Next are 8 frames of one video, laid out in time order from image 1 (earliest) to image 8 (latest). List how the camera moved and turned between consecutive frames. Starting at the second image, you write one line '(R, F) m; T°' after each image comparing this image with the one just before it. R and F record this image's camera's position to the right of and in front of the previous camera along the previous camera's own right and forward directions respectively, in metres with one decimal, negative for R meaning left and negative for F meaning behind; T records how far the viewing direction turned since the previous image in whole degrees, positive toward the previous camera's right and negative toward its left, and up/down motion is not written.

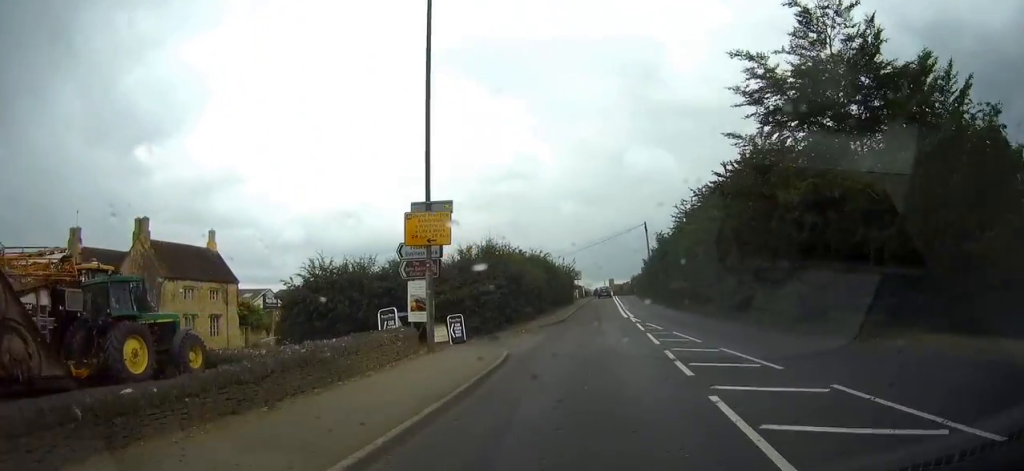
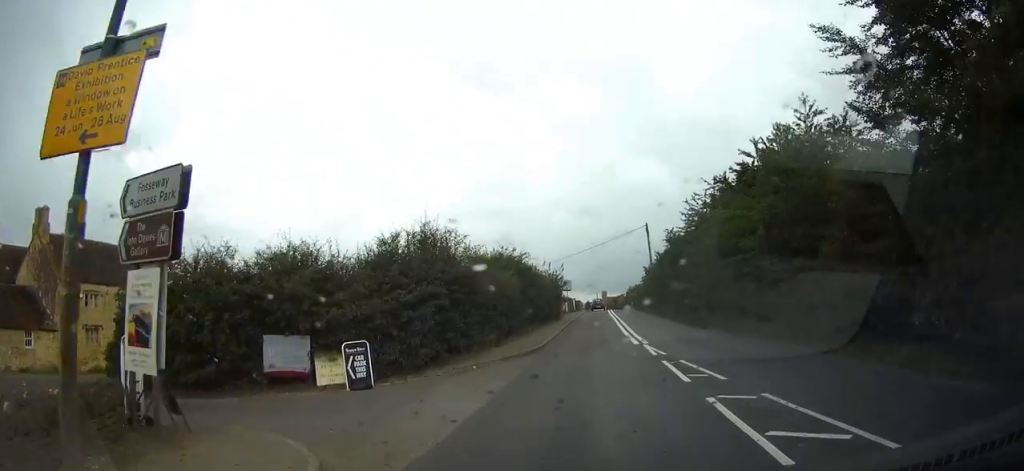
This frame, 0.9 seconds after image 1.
(+0.1, +11.2) m; +2°
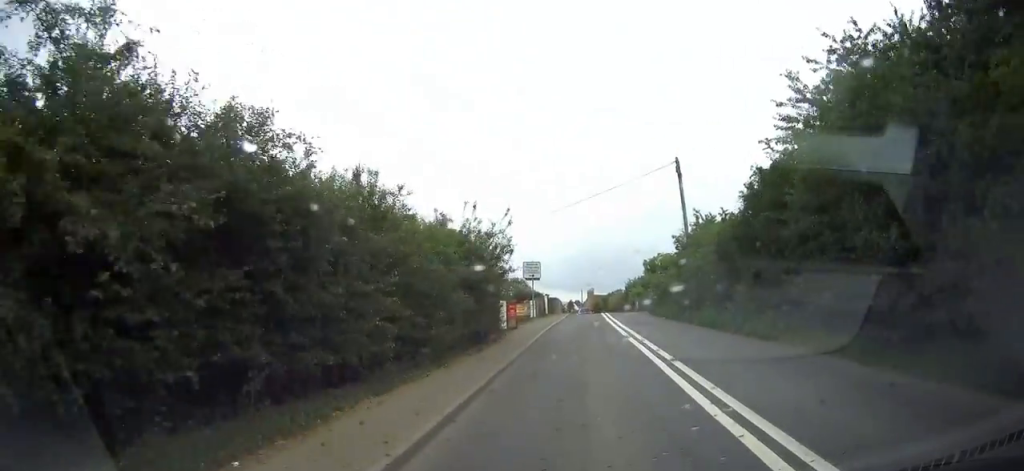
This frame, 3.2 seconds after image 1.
(+0.9, +30.1) m; +2°
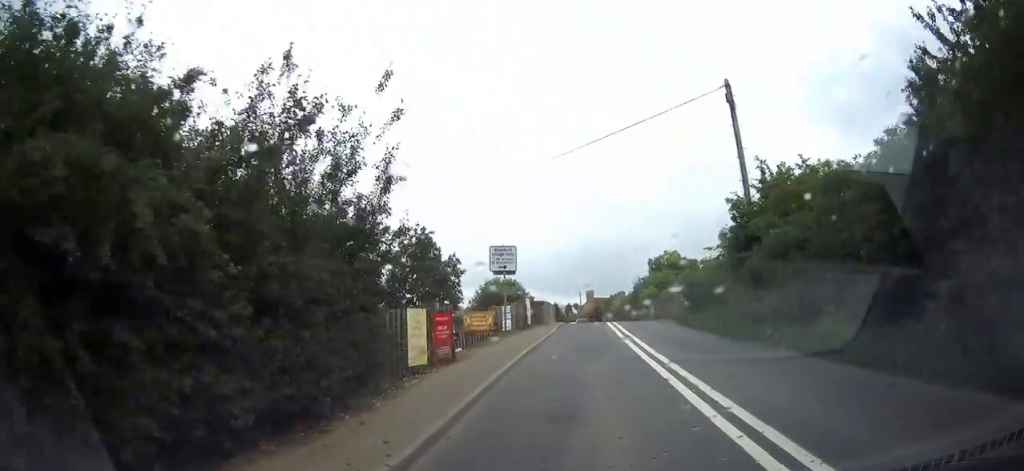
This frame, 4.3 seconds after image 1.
(+0.1, +13.6) m; 0°
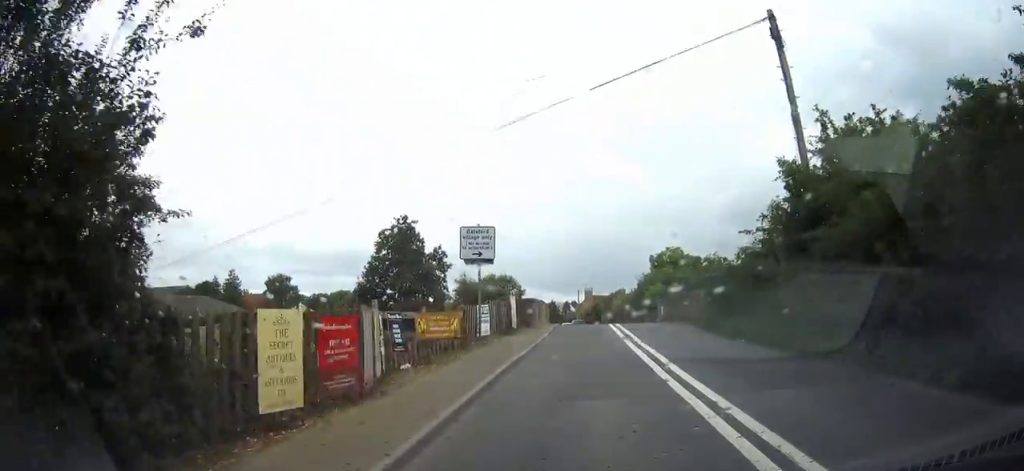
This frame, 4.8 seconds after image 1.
(0.0, +6.1) m; 0°
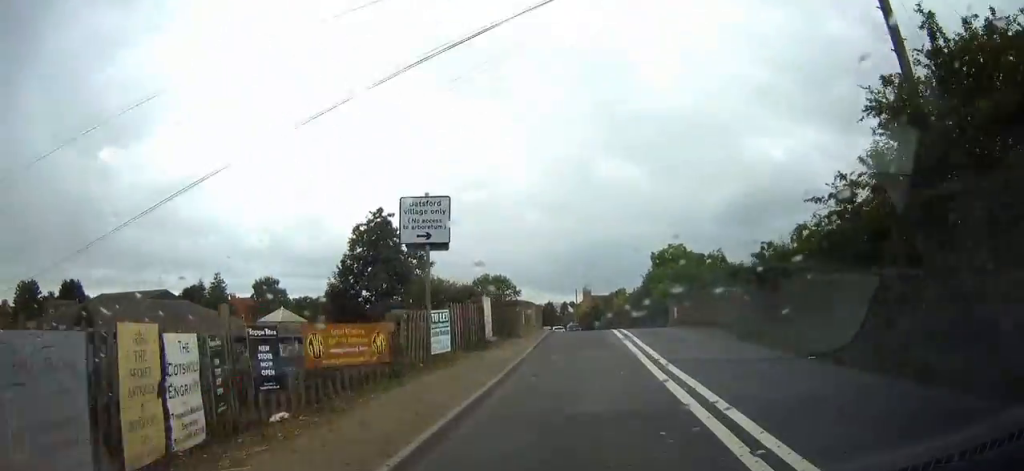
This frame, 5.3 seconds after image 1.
(-0.1, +6.3) m; 0°
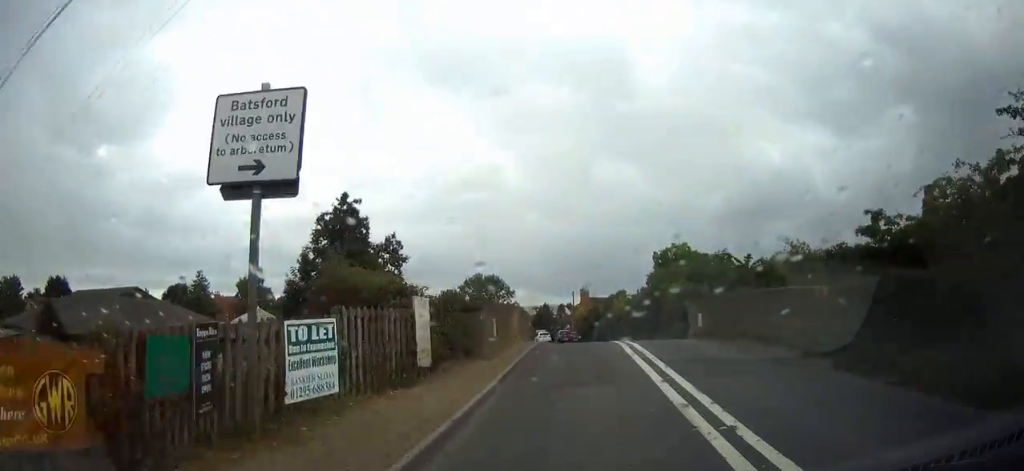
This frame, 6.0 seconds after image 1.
(0.0, +7.2) m; 0°
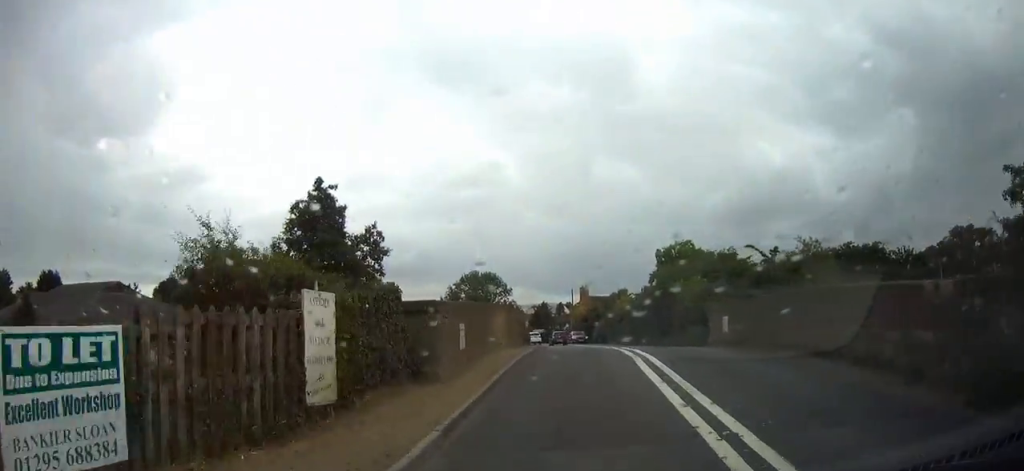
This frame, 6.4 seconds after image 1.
(+0.1, +4.4) m; 0°
